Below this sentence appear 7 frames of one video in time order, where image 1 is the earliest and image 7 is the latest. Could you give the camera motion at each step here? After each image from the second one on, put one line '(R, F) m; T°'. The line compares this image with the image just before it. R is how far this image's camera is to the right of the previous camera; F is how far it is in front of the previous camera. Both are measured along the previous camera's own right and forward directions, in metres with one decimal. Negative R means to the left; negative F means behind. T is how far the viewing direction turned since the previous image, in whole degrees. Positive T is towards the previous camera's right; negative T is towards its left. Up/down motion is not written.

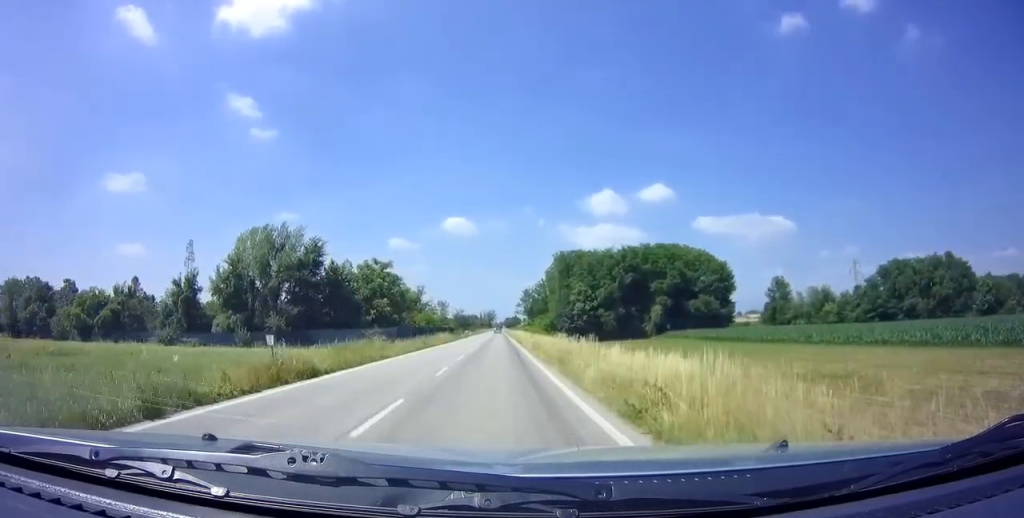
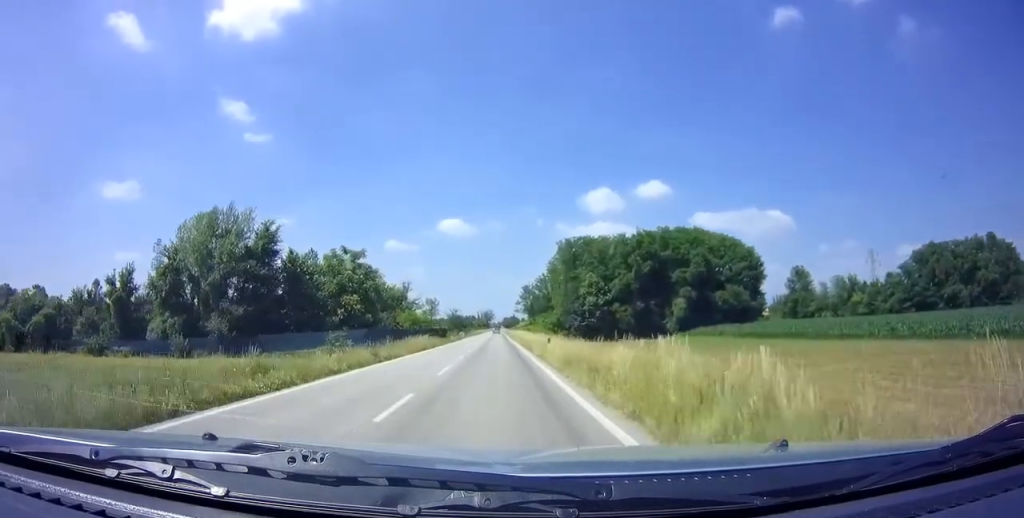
(-0.1, +14.5) m; 0°
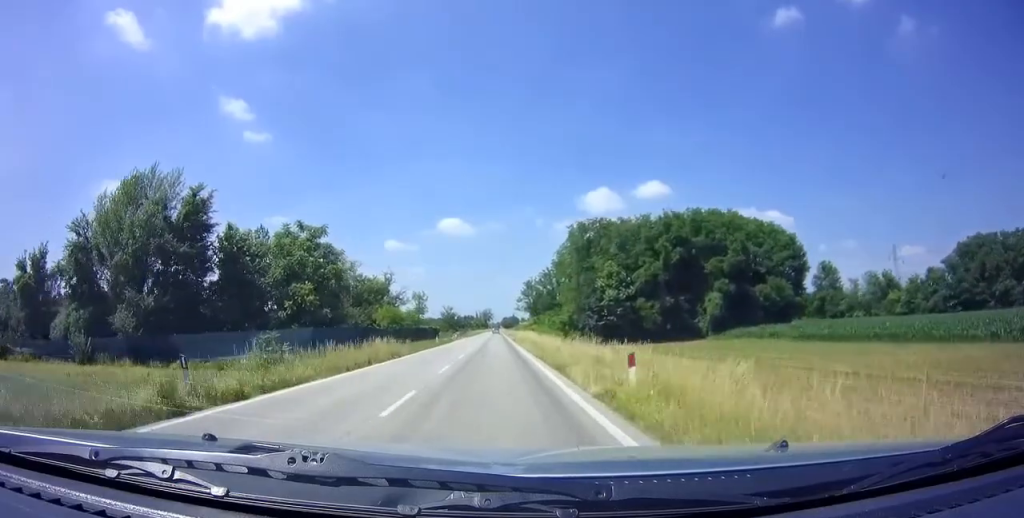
(+0.2, +15.1) m; 0°
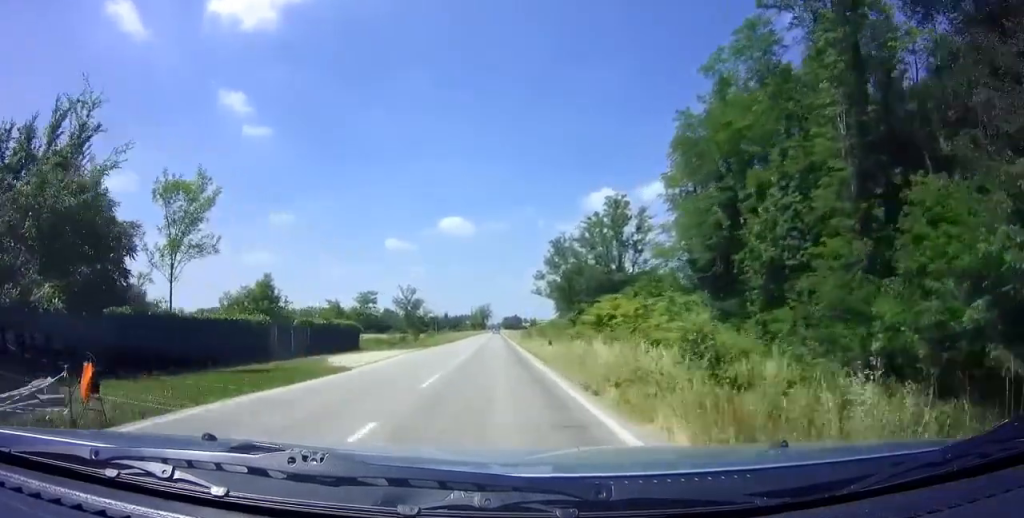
(-0.2, +63.4) m; 0°
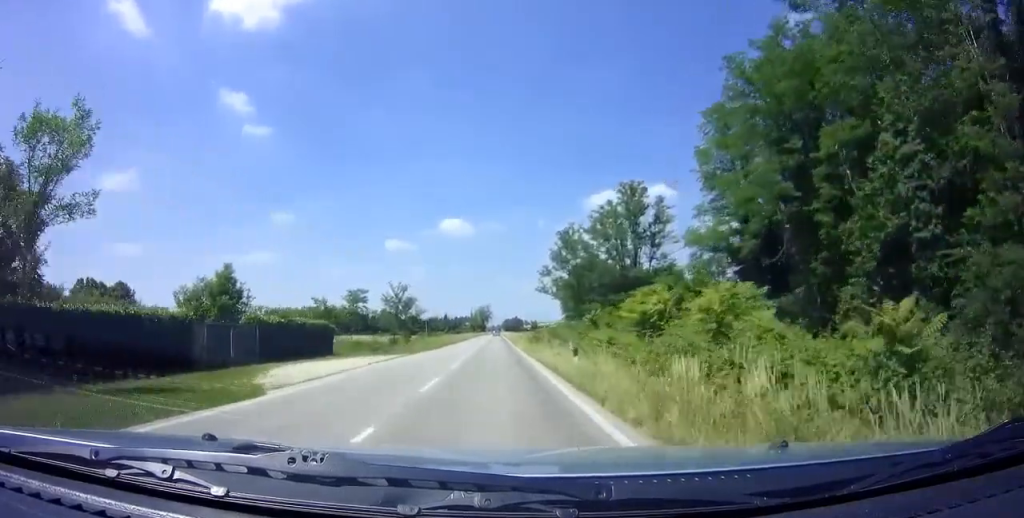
(+0.1, +7.6) m; 0°
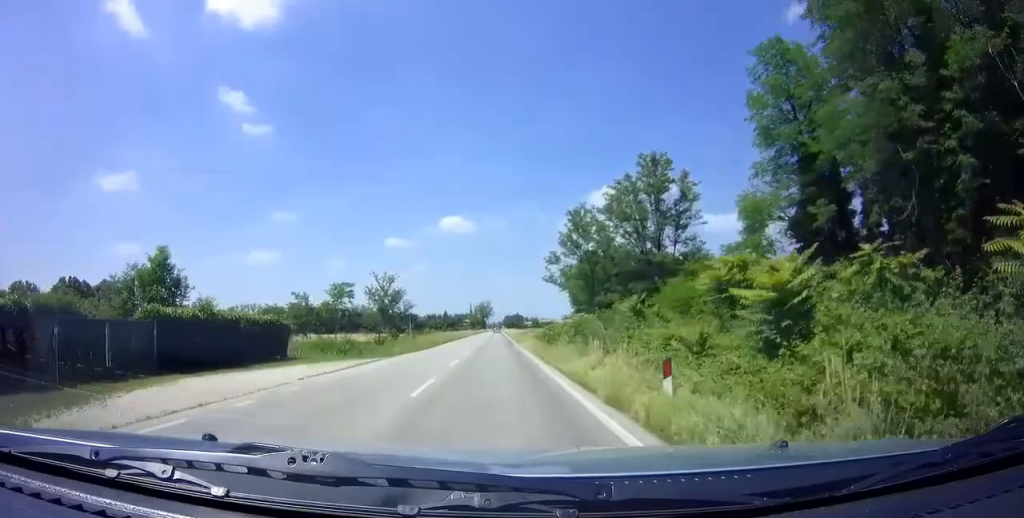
(-0.1, +8.8) m; 0°
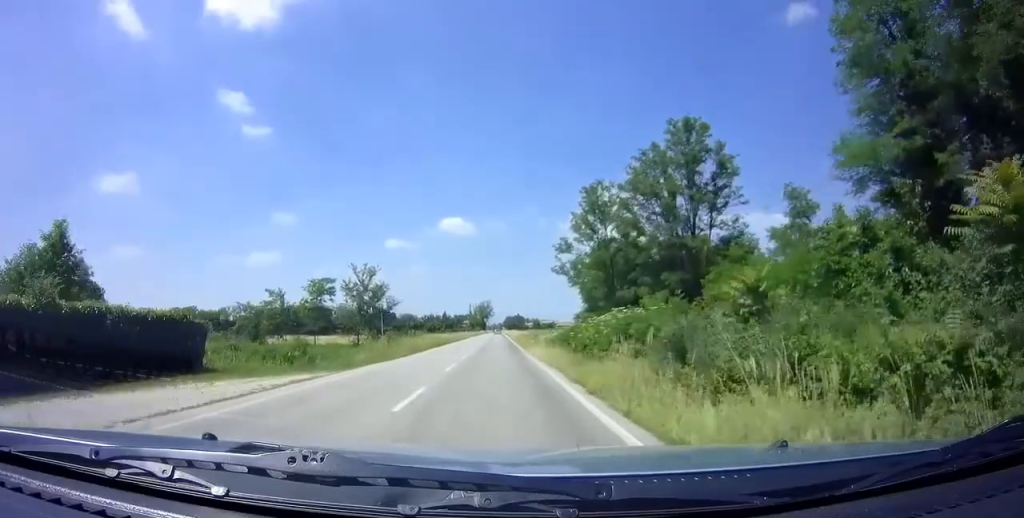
(-0.1, +9.4) m; 0°
